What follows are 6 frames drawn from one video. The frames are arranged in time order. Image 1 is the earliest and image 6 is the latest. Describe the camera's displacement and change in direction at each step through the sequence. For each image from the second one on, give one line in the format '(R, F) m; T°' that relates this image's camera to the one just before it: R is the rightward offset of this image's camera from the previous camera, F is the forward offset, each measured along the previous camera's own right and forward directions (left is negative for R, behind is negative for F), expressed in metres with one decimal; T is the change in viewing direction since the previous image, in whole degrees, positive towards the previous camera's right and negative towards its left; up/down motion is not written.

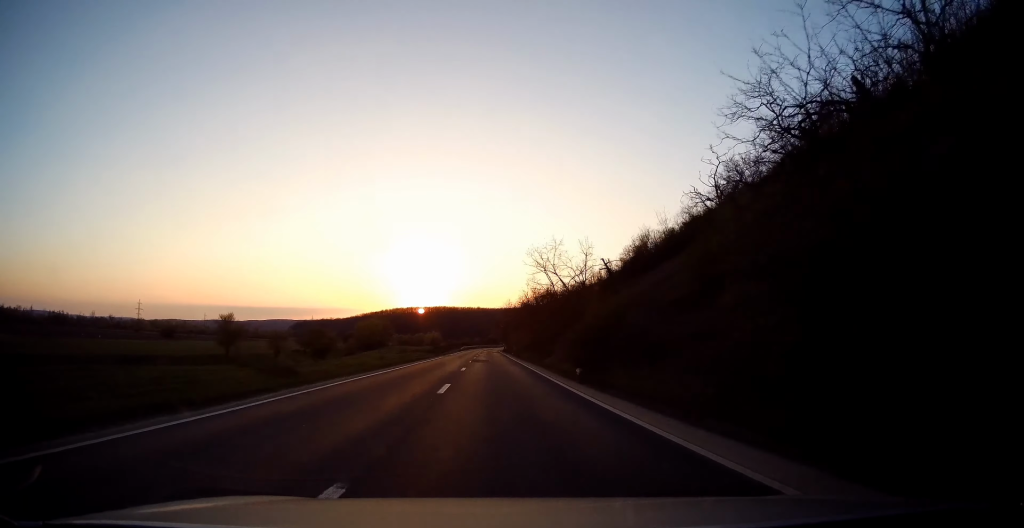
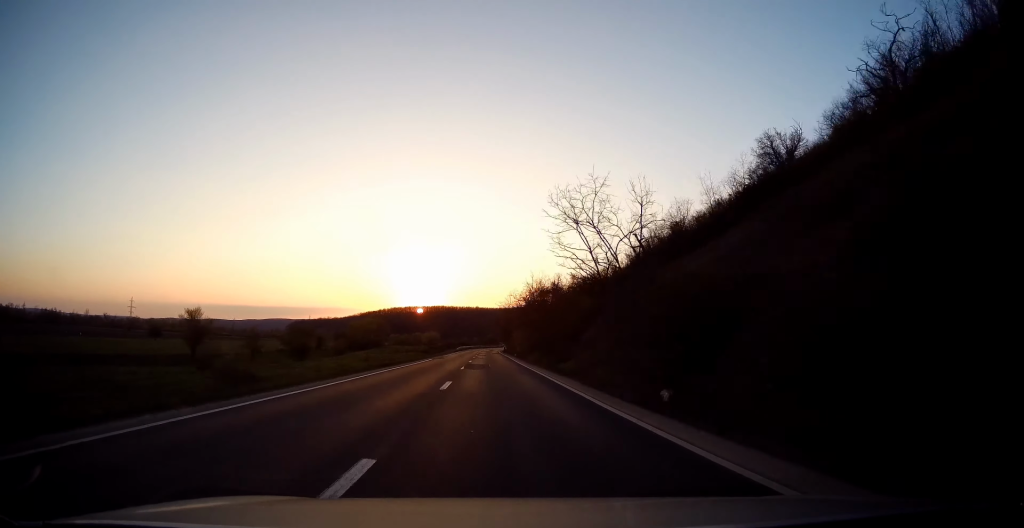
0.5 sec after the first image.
(+0.2, +11.2) m; -1°
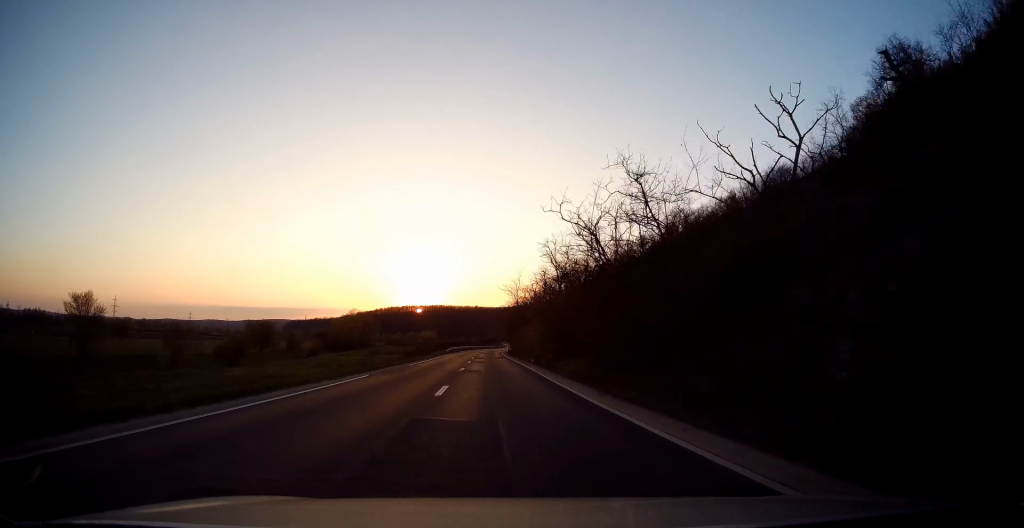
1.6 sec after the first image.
(-0.6, +26.4) m; 0°
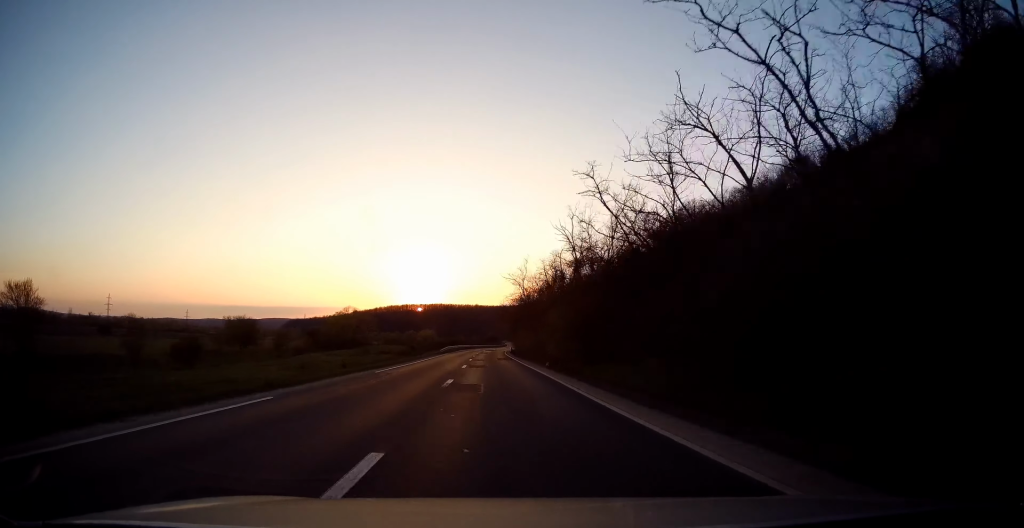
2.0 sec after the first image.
(+0.1, +10.4) m; +1°
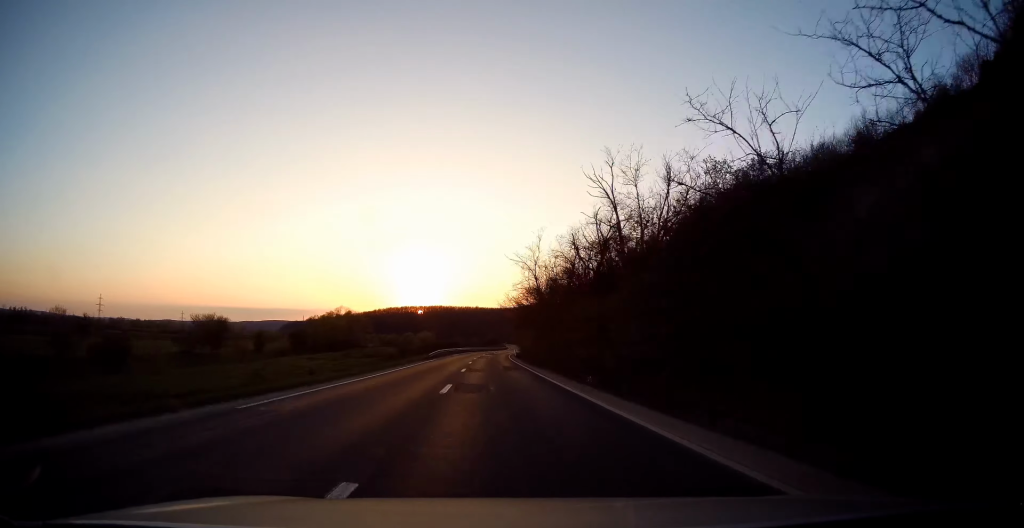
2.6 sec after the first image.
(+0.3, +13.6) m; +1°
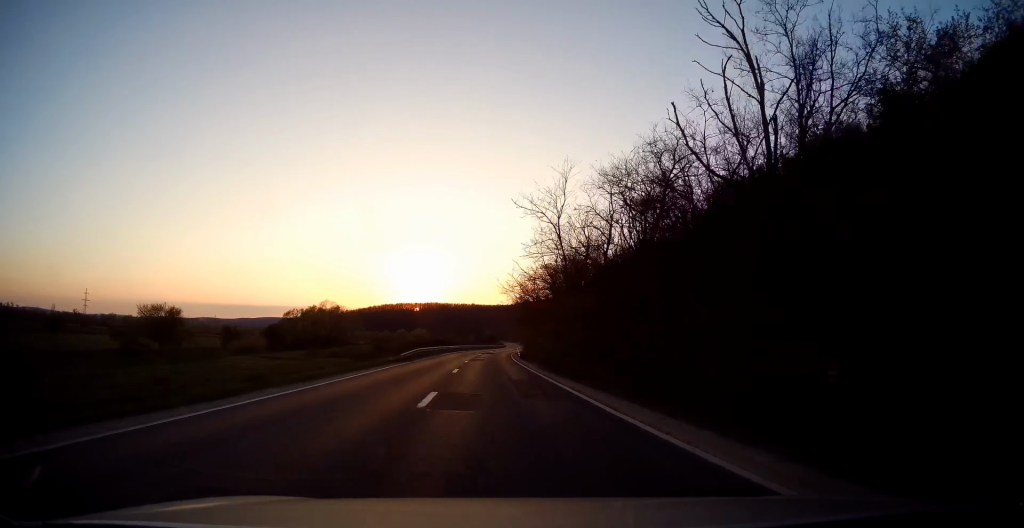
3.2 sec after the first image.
(+0.1, +16.0) m; 0°
